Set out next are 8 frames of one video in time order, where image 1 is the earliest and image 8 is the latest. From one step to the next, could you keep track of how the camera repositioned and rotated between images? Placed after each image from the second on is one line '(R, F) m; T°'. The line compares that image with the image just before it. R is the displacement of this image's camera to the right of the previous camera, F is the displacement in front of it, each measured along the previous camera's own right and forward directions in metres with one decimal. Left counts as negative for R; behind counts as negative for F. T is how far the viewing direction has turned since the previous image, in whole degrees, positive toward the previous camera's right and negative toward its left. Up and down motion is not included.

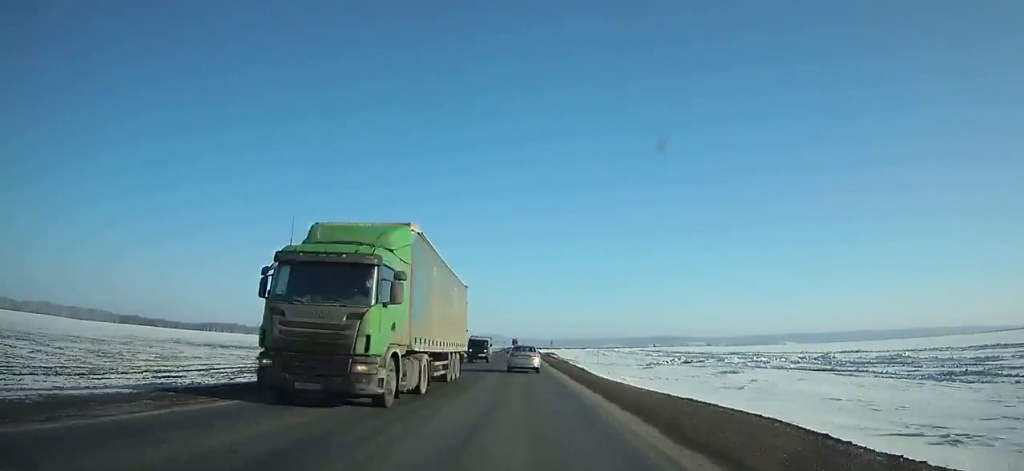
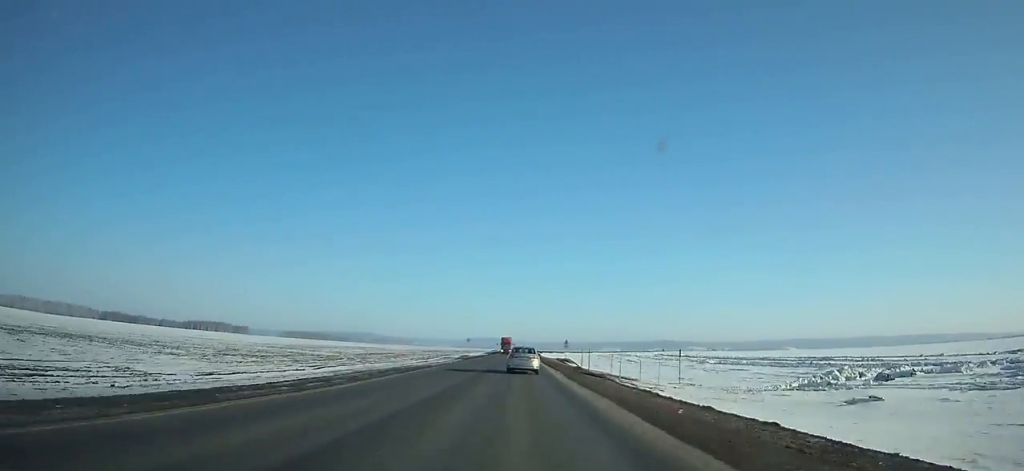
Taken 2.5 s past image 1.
(-0.1, +58.7) m; 0°
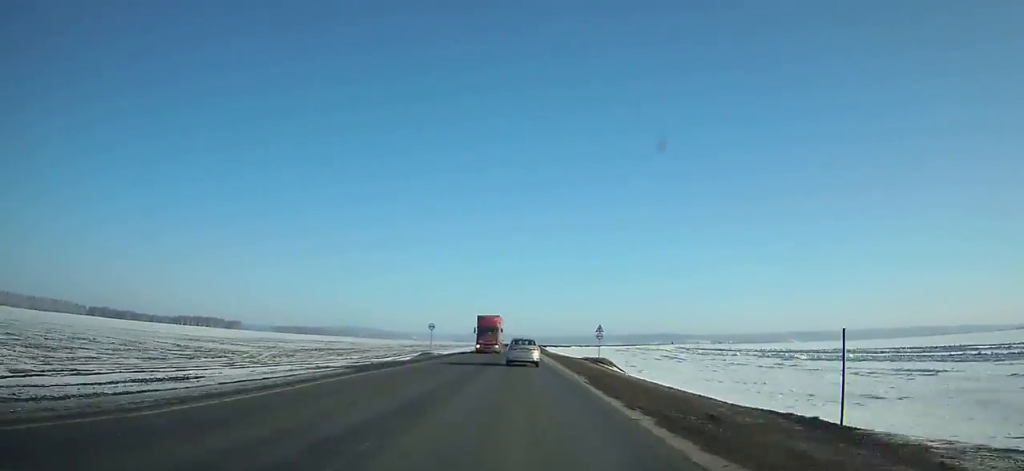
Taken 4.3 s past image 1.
(0.0, +42.4) m; 0°
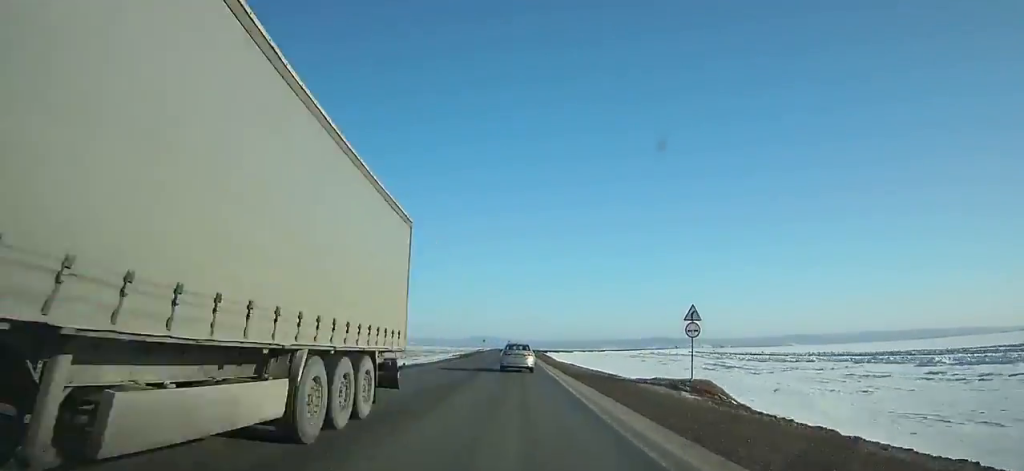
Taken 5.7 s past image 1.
(+0.1, +32.8) m; 0°
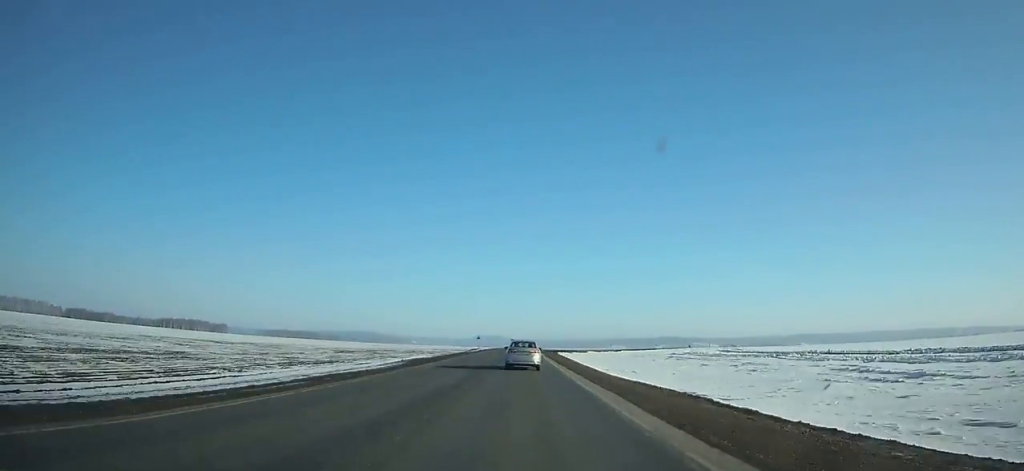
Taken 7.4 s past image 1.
(+0.1, +39.7) m; 0°
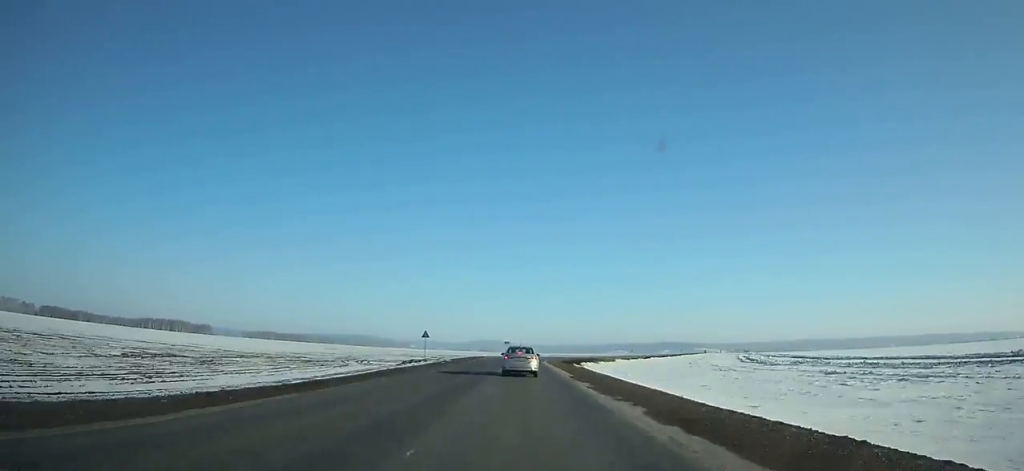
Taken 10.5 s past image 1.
(-0.2, +70.9) m; +1°
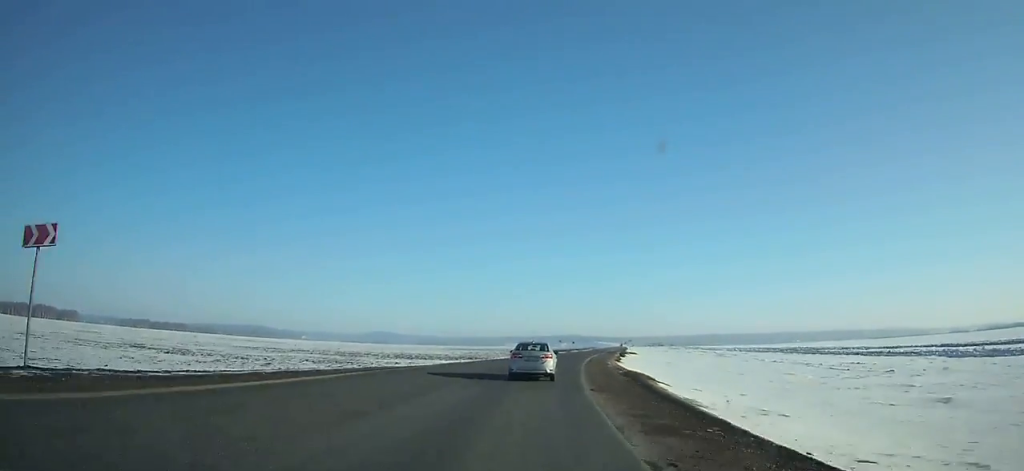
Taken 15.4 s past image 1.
(+8.0, +107.1) m; +11°
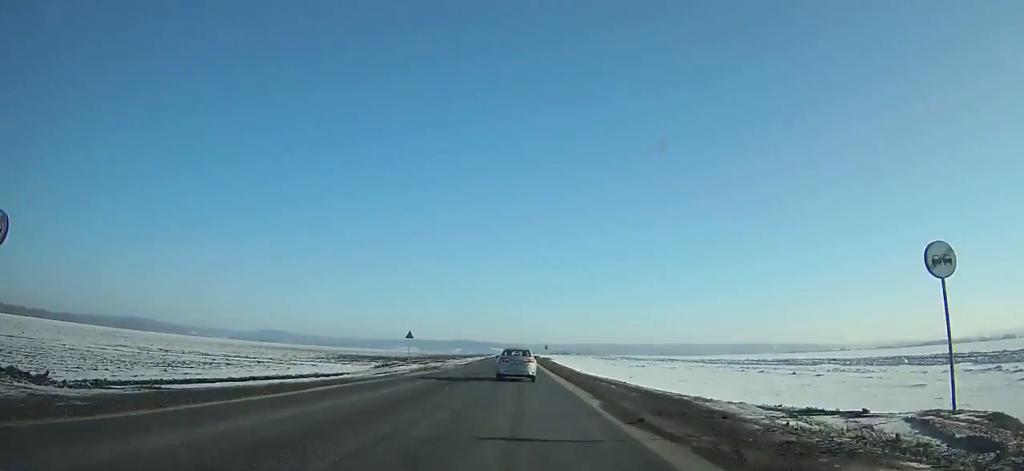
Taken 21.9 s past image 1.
(+15.2, +138.5) m; +8°
